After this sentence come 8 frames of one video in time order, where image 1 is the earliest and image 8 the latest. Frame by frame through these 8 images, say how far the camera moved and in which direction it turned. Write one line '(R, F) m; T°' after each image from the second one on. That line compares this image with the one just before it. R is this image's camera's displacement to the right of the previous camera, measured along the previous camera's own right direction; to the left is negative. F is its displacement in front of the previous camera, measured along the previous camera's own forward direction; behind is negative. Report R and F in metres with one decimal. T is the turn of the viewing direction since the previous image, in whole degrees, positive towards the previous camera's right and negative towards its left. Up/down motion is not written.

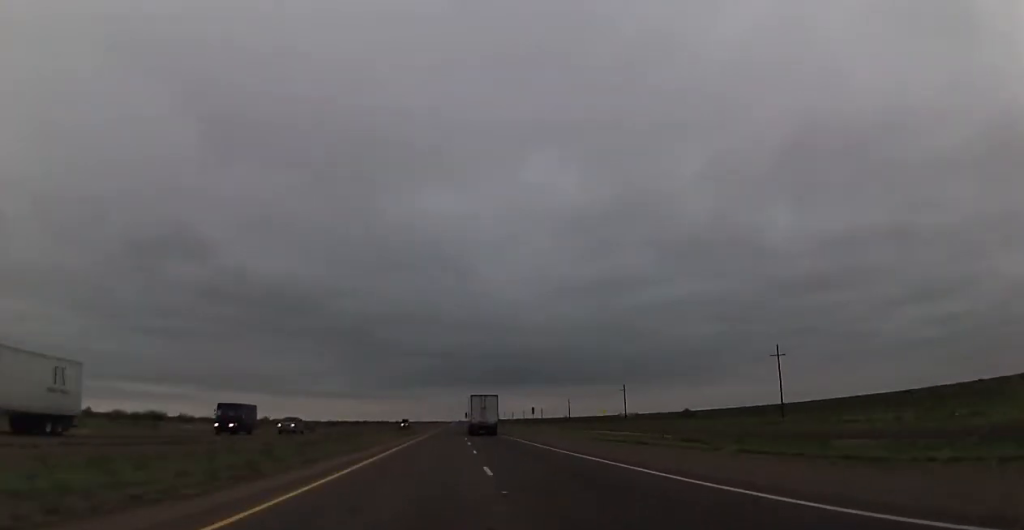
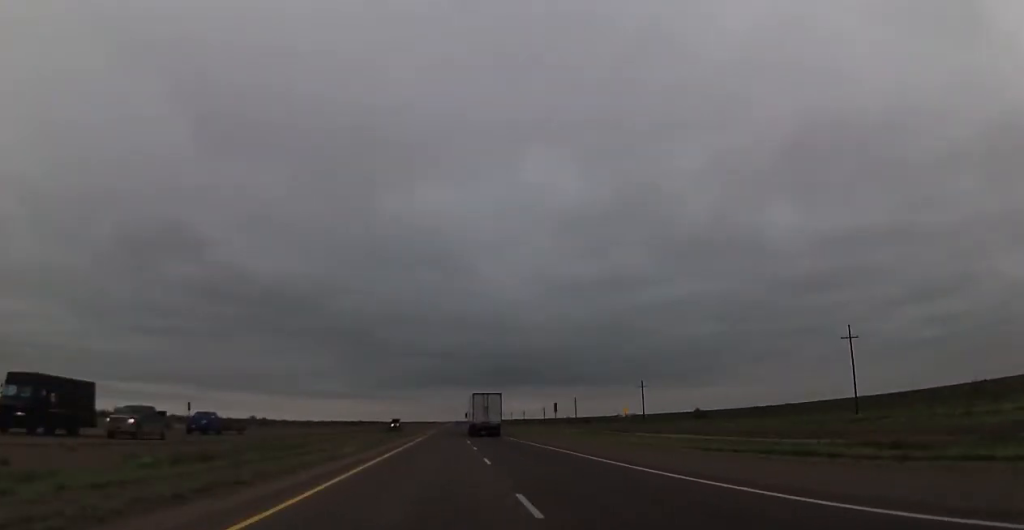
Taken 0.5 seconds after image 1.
(+0.1, +19.6) m; 0°
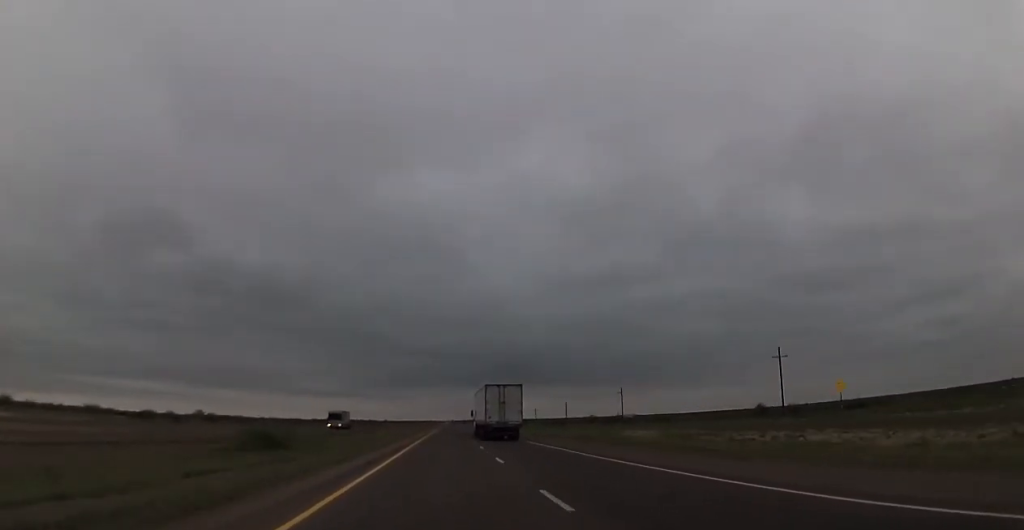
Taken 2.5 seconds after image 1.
(0.0, +72.1) m; 0°
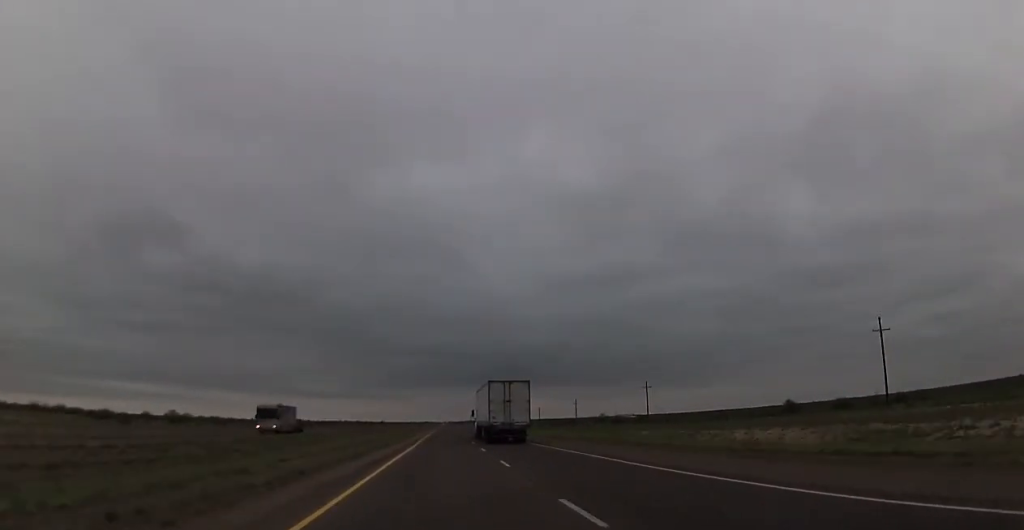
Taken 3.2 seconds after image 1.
(+0.2, +25.6) m; 0°
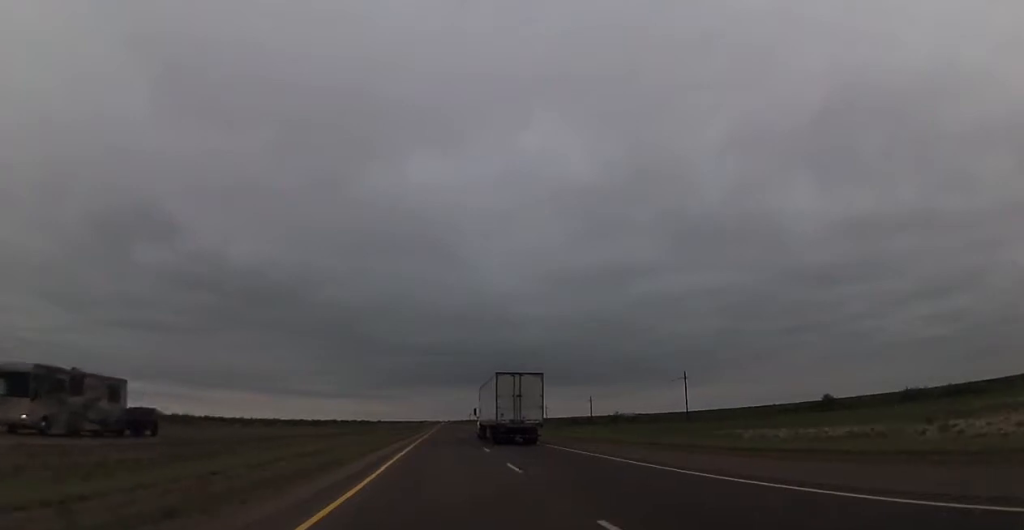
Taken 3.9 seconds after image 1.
(-0.3, +27.0) m; 0°
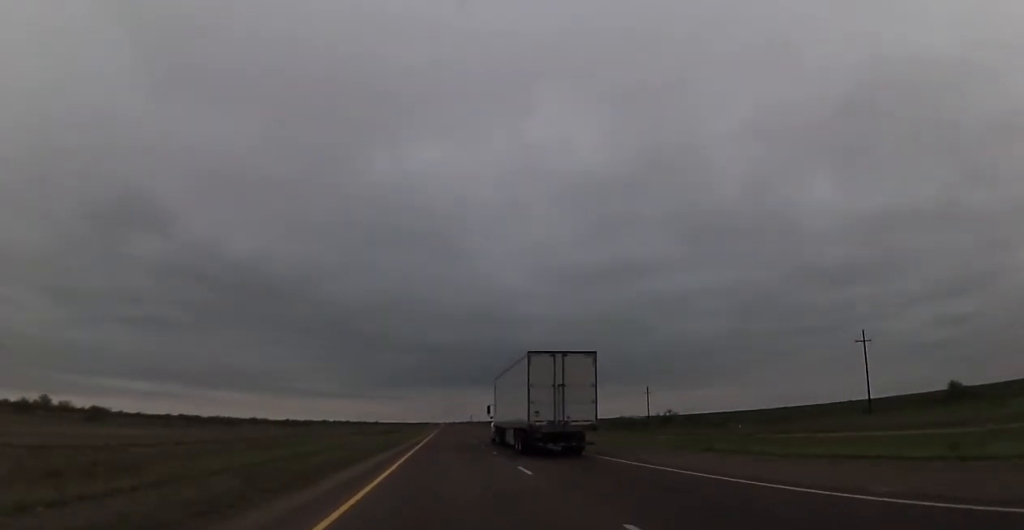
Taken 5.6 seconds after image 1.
(+0.6, +61.2) m; +1°
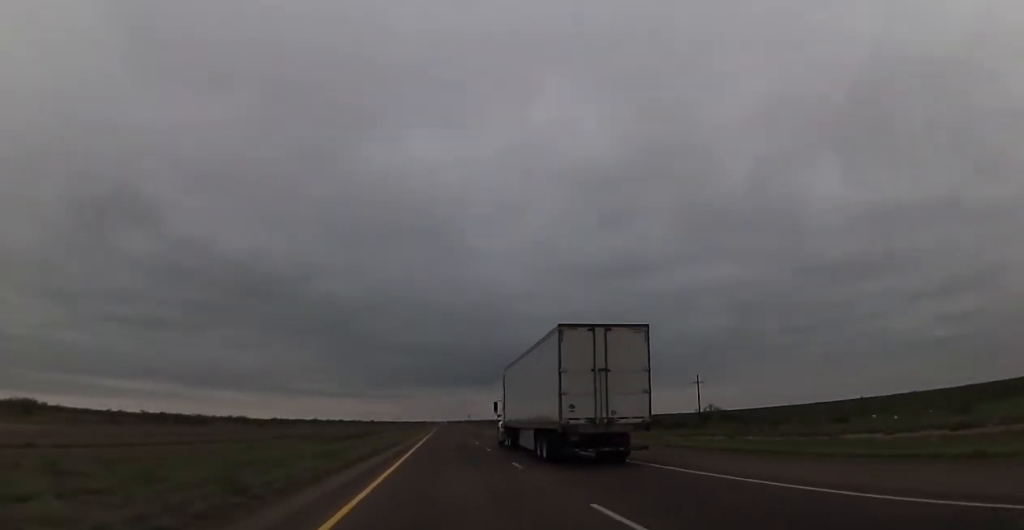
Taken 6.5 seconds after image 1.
(0.0, +34.3) m; 0°
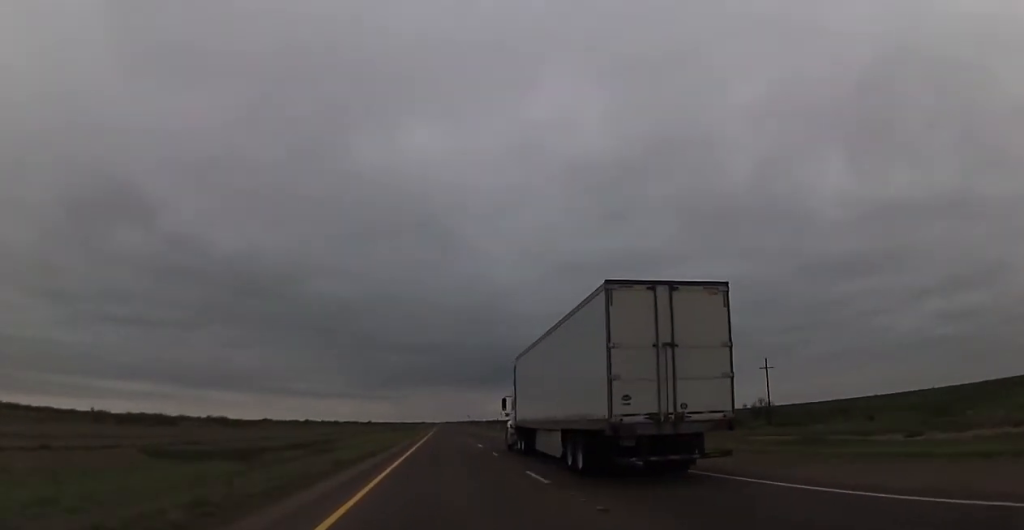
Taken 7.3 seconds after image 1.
(0.0, +29.3) m; 0°
